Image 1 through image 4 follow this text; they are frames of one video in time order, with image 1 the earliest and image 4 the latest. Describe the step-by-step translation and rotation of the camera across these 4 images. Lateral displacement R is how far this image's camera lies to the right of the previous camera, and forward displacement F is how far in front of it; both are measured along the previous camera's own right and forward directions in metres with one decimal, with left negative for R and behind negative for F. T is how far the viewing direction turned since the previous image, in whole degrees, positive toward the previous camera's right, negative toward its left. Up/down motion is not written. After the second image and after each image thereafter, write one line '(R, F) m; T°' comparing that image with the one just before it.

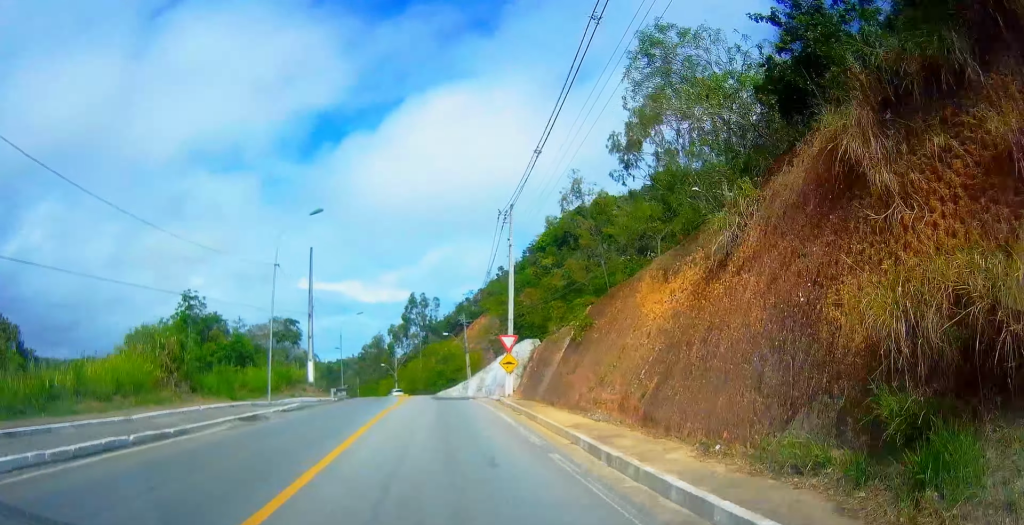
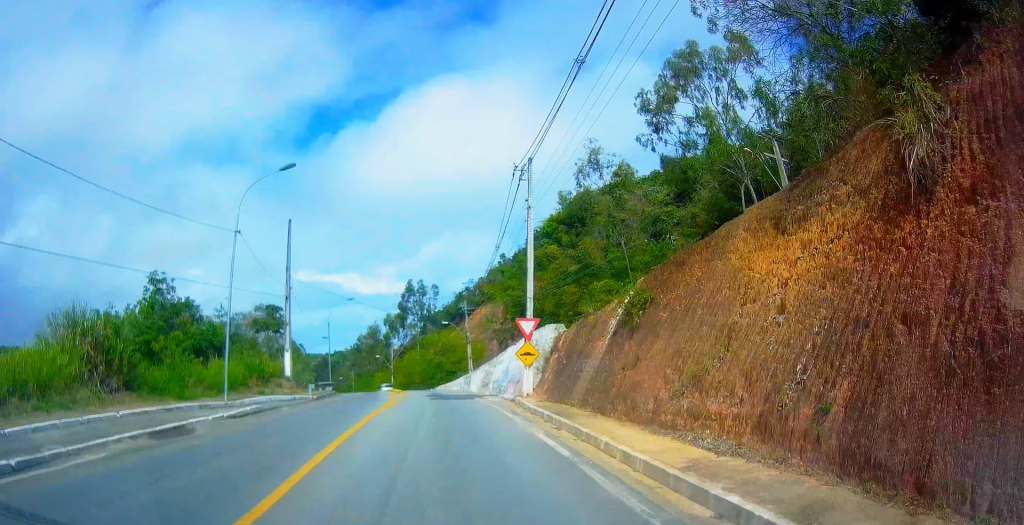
(+0.2, +6.1) m; -1°
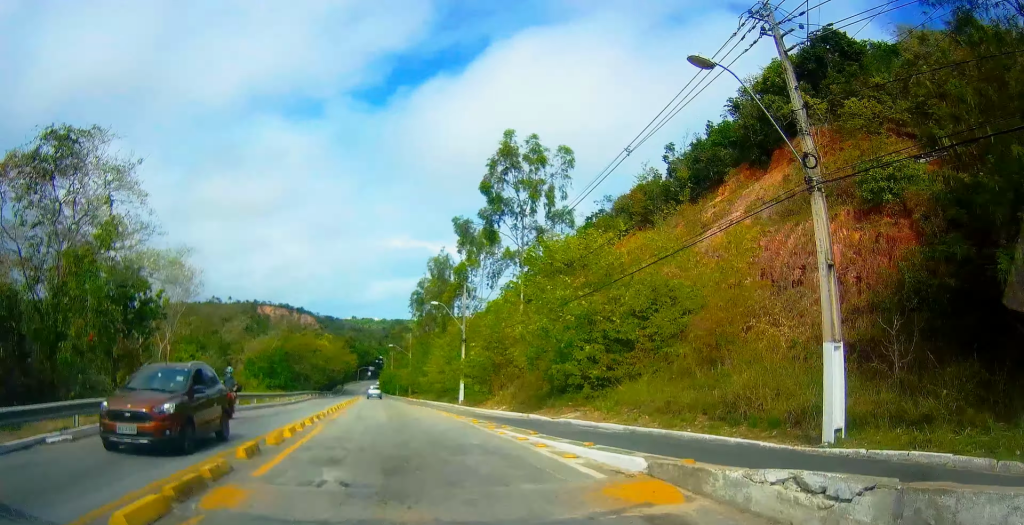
(-1.9, +50.0) m; -7°
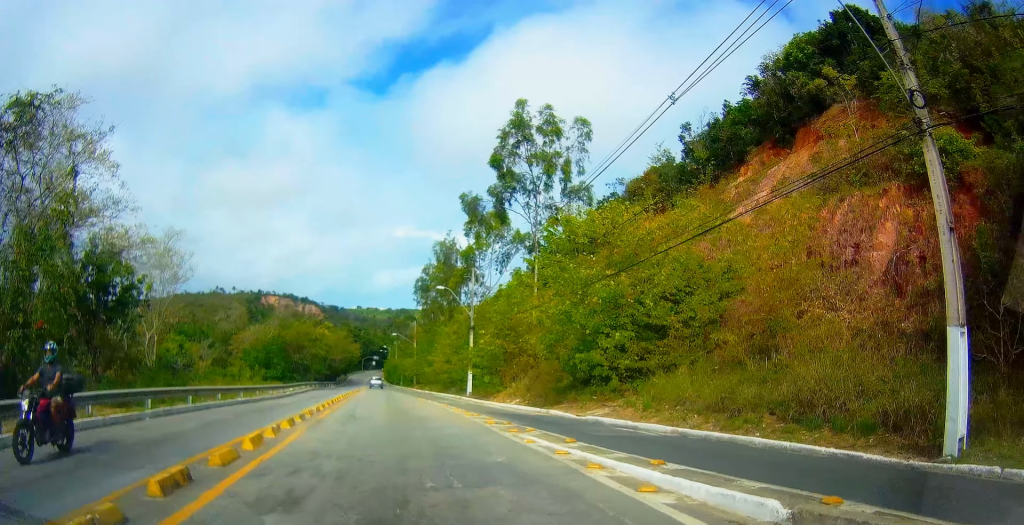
(-0.1, +4.2) m; -2°
